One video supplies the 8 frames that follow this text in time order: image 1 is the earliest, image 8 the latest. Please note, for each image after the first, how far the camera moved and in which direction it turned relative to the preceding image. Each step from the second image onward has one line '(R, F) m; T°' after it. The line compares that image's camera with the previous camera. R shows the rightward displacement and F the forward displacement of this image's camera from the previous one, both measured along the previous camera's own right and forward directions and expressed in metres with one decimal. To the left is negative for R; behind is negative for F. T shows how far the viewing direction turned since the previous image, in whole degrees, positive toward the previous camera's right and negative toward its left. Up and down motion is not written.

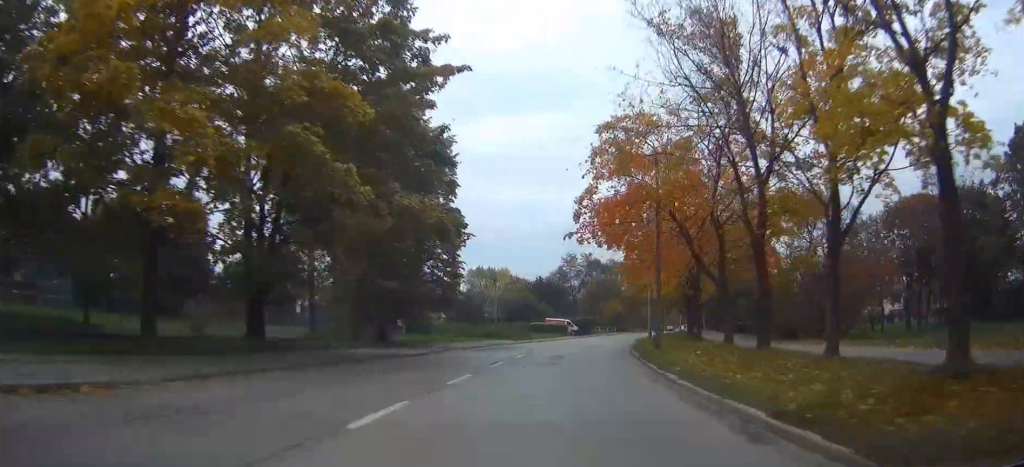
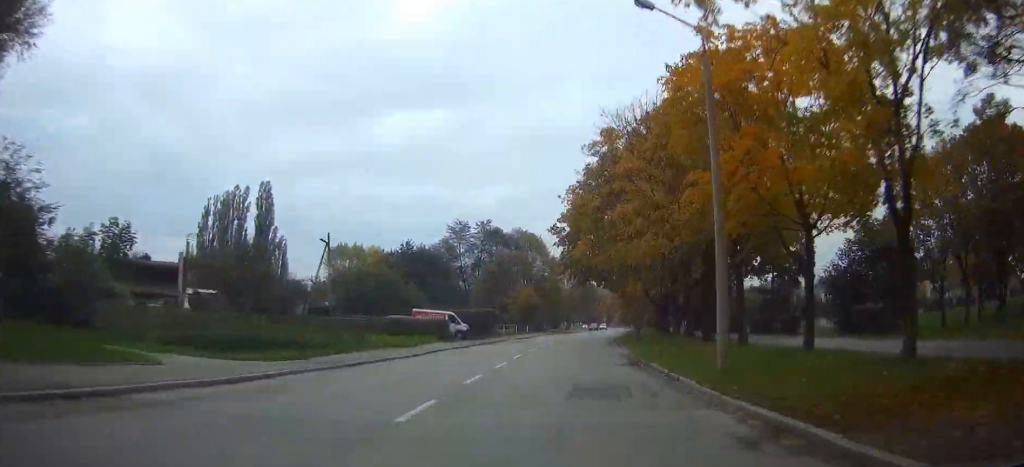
(+2.9, +42.0) m; +8°
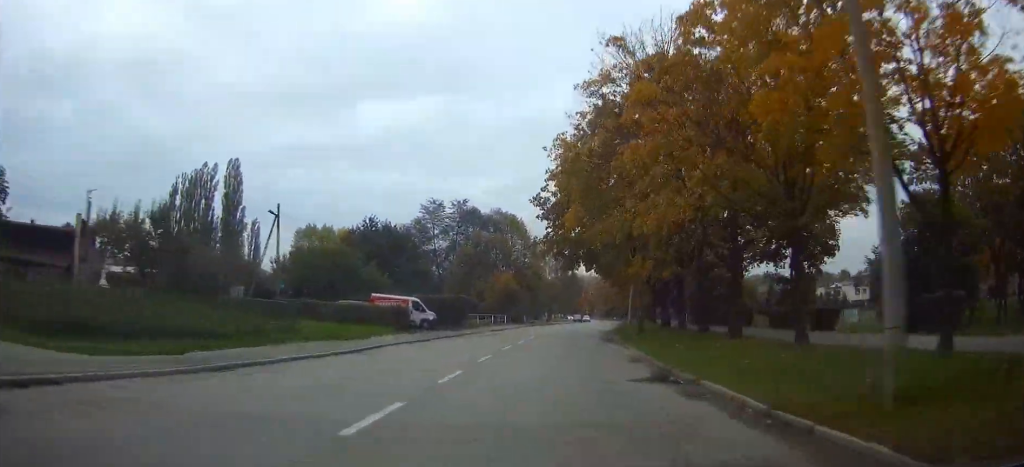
(+0.2, +8.3) m; +1°
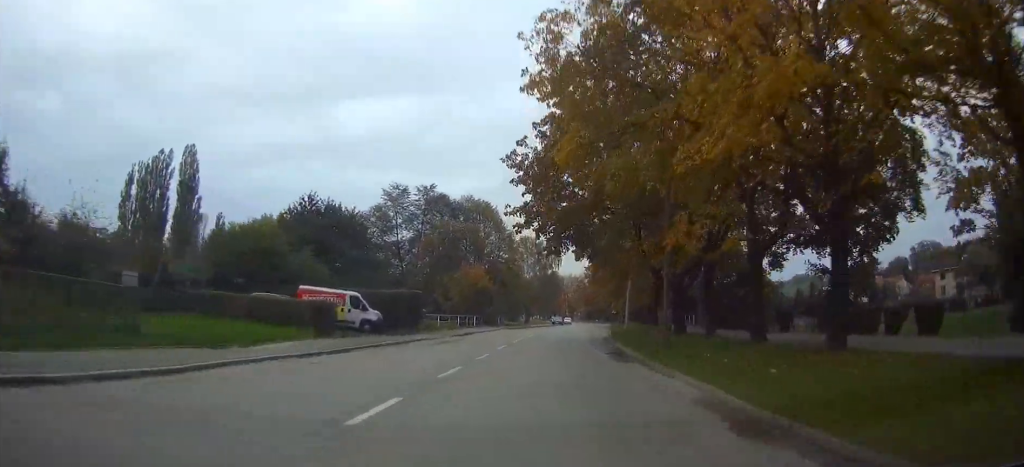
(+0.2, +11.7) m; +2°
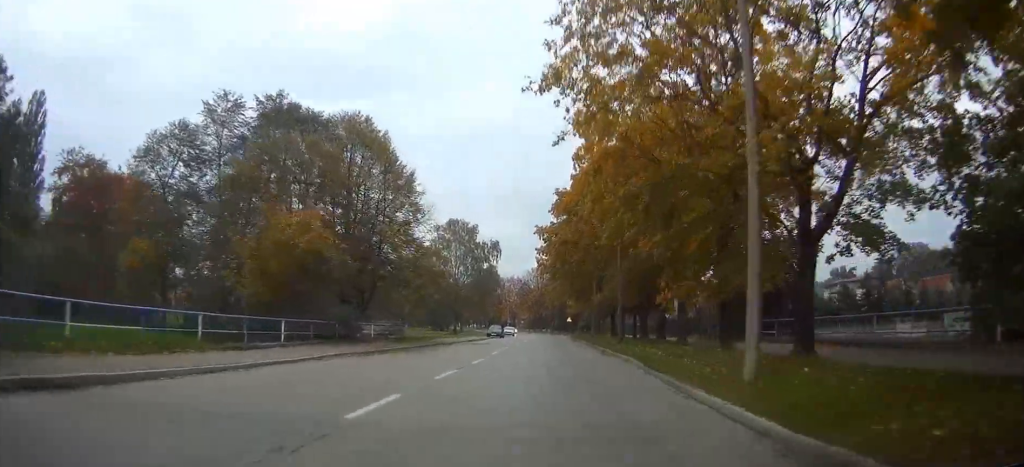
(+1.2, +35.7) m; +4°
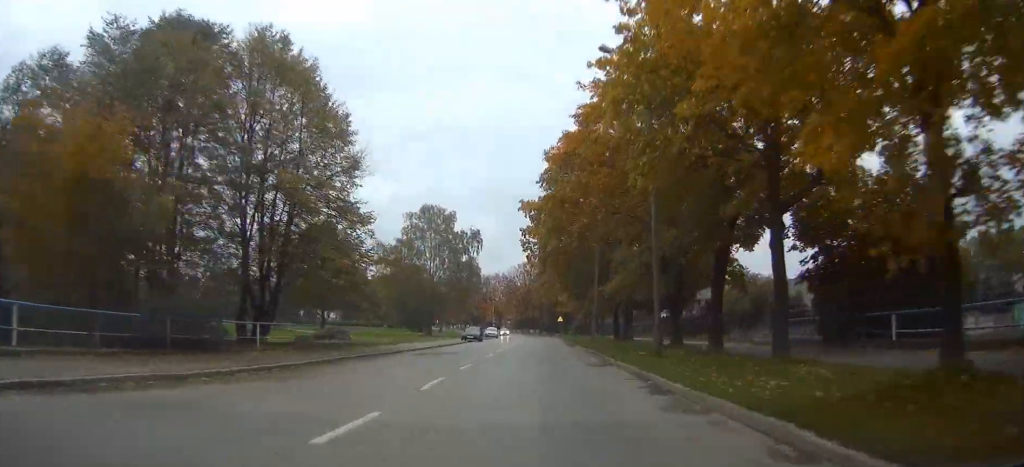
(+0.1, +13.6) m; +1°
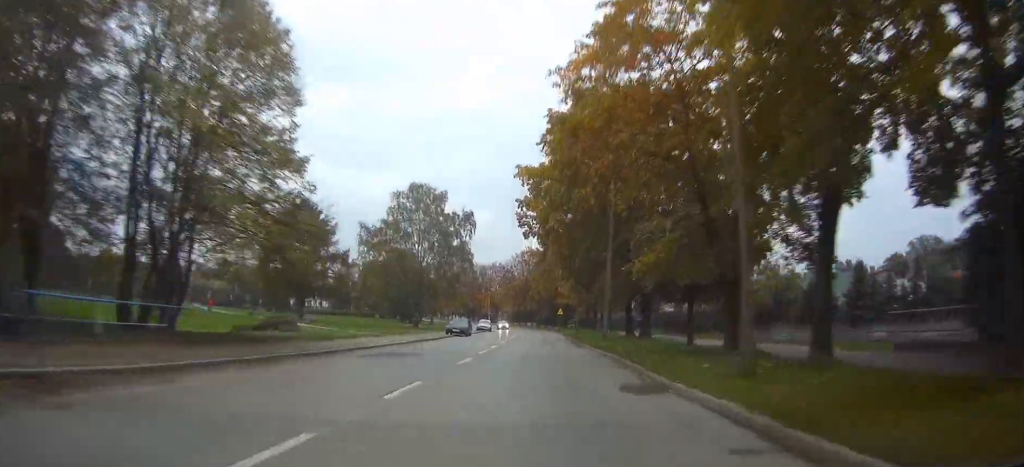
(+0.1, +9.1) m; +1°
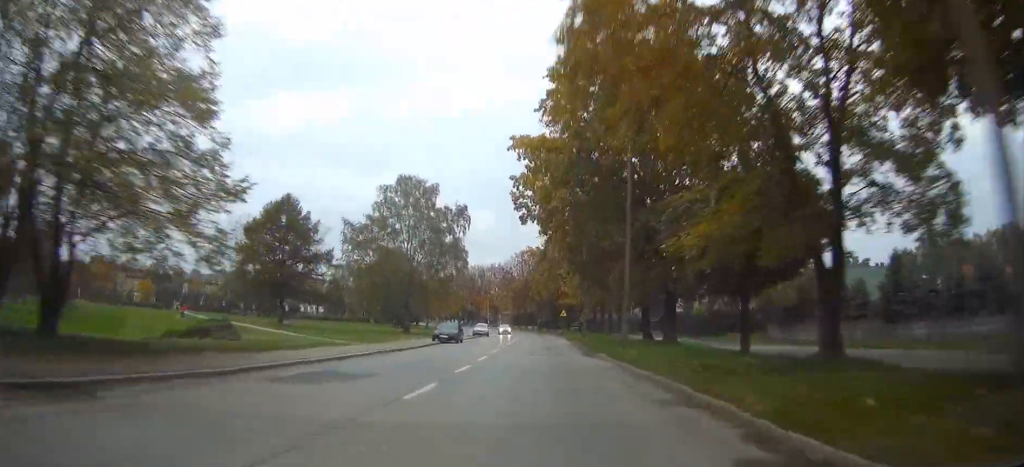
(0.0, +7.4) m; 0°
